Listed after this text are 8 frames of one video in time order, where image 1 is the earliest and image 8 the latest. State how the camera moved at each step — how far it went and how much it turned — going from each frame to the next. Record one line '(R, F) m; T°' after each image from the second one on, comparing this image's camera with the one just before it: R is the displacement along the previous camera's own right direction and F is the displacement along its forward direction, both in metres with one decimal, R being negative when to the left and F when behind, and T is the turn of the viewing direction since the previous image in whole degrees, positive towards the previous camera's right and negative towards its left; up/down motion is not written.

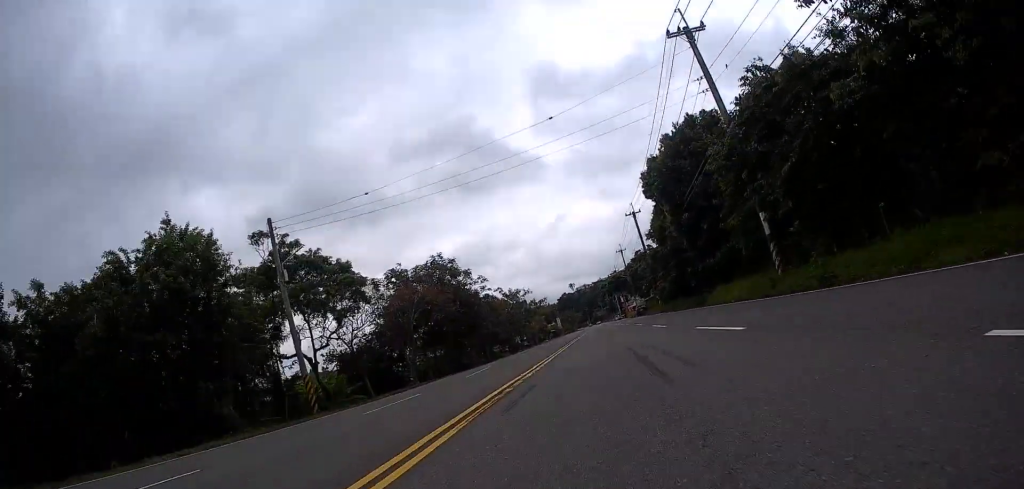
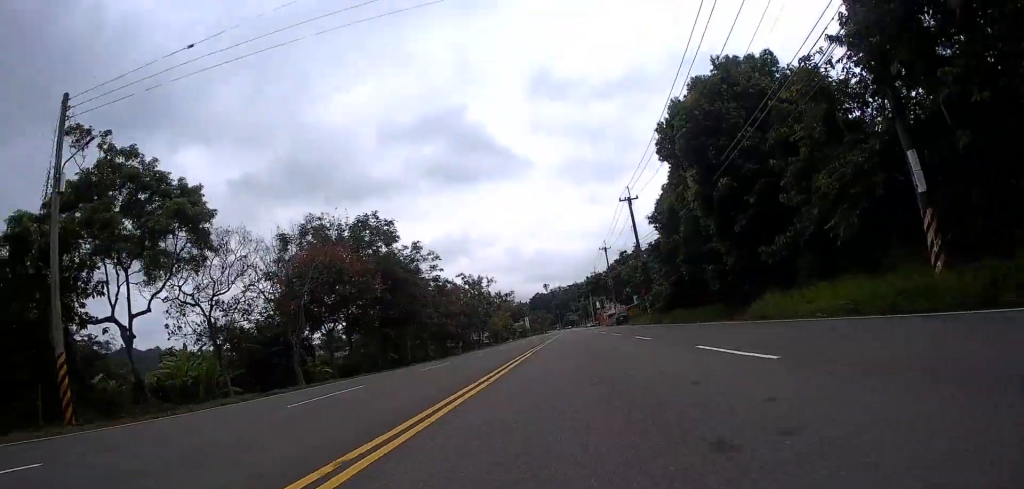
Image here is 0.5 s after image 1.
(-0.2, +13.7) m; 0°
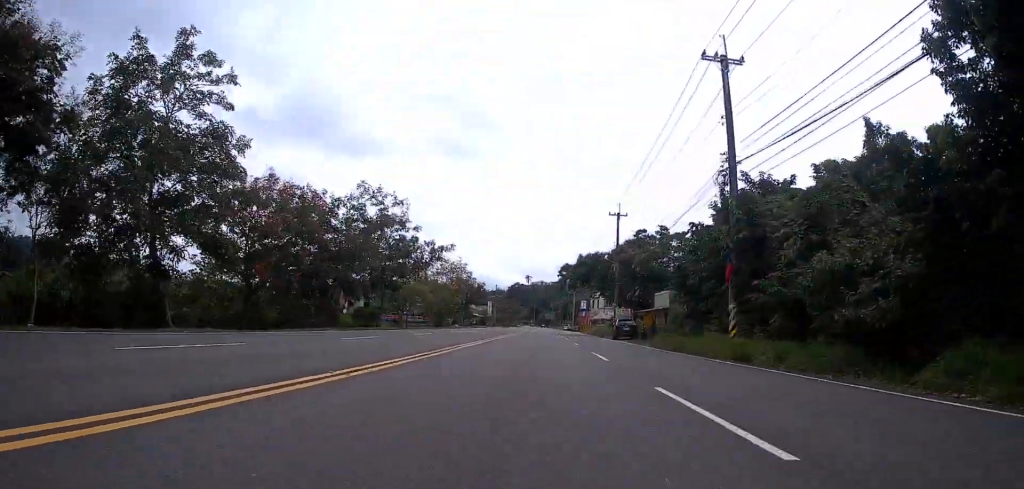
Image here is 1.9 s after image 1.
(+0.4, +33.6) m; +1°
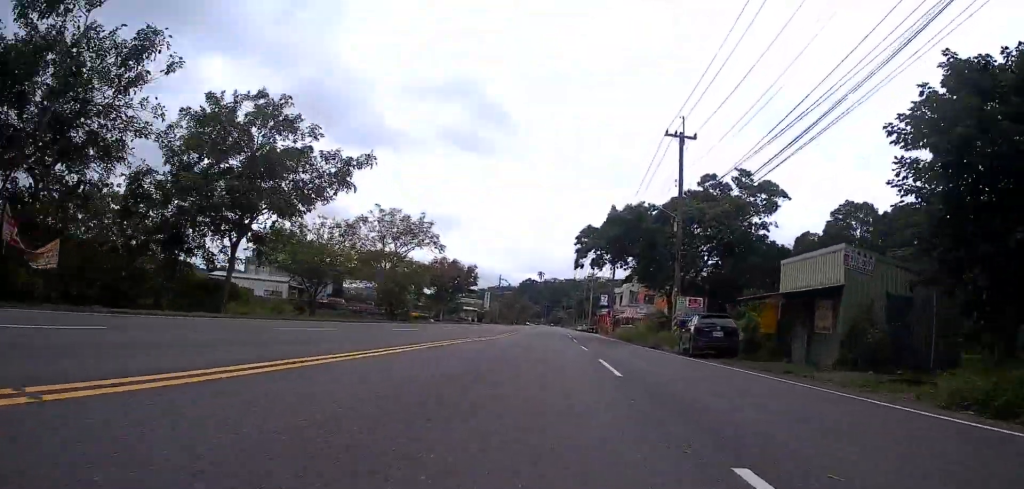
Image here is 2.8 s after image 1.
(+0.1, +23.8) m; -1°
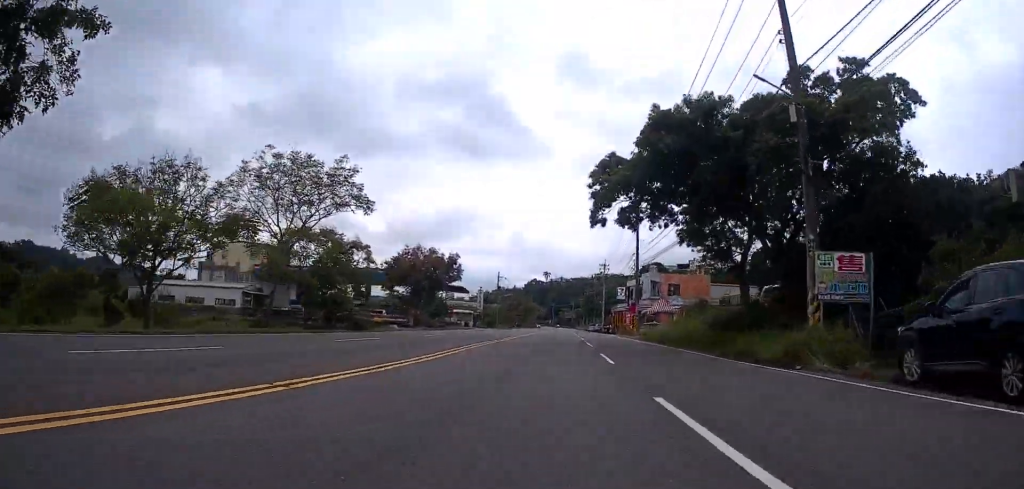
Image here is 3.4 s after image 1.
(-0.3, +17.8) m; -1°
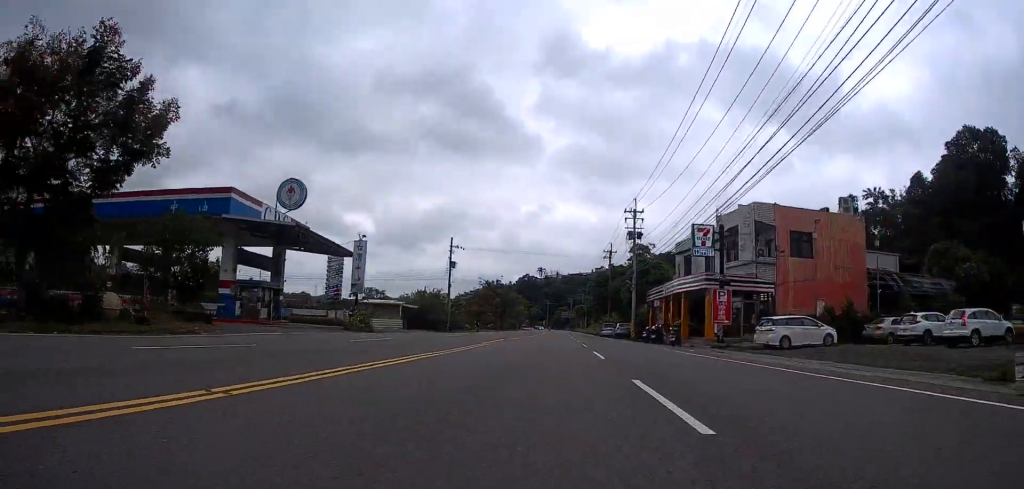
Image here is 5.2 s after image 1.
(+0.2, +47.5) m; +2°
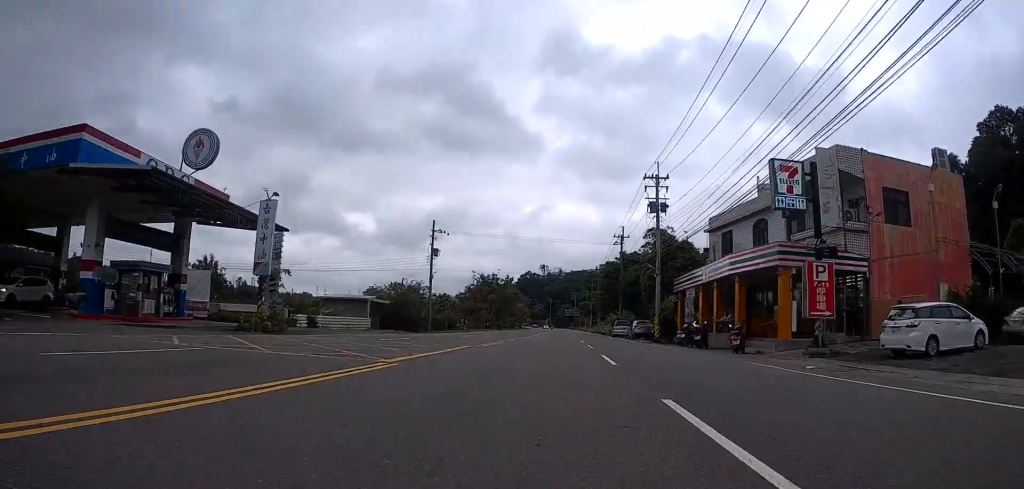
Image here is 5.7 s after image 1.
(+0.1, +10.5) m; +1°
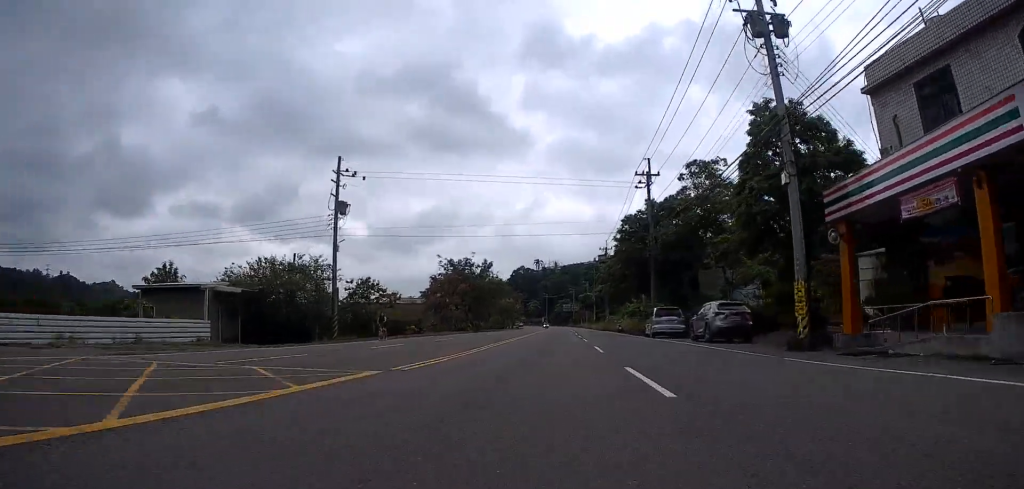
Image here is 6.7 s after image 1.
(+0.3, +21.7) m; -1°
